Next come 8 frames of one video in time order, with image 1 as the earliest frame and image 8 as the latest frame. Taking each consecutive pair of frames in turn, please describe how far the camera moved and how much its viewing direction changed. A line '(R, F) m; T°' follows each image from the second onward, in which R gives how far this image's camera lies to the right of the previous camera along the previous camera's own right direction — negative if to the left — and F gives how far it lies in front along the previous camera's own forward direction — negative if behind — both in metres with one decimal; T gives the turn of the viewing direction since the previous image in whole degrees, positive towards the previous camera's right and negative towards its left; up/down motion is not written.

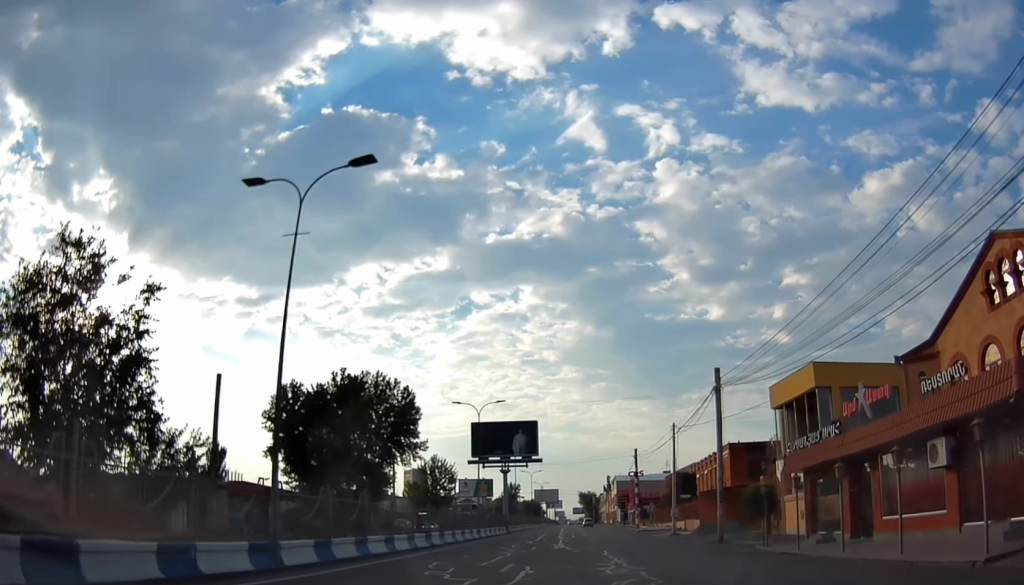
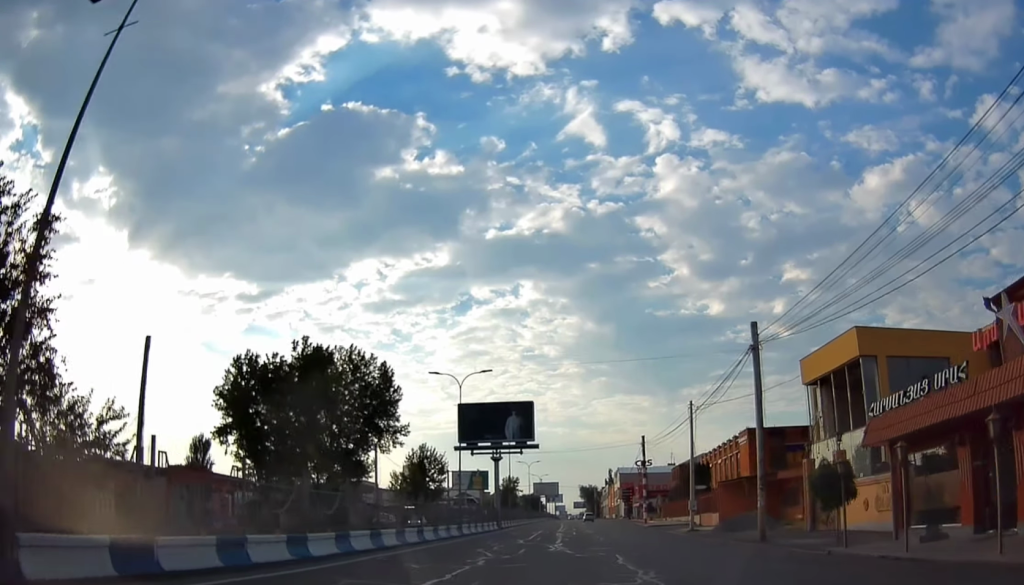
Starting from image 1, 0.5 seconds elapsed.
(+0.2, +7.9) m; 0°
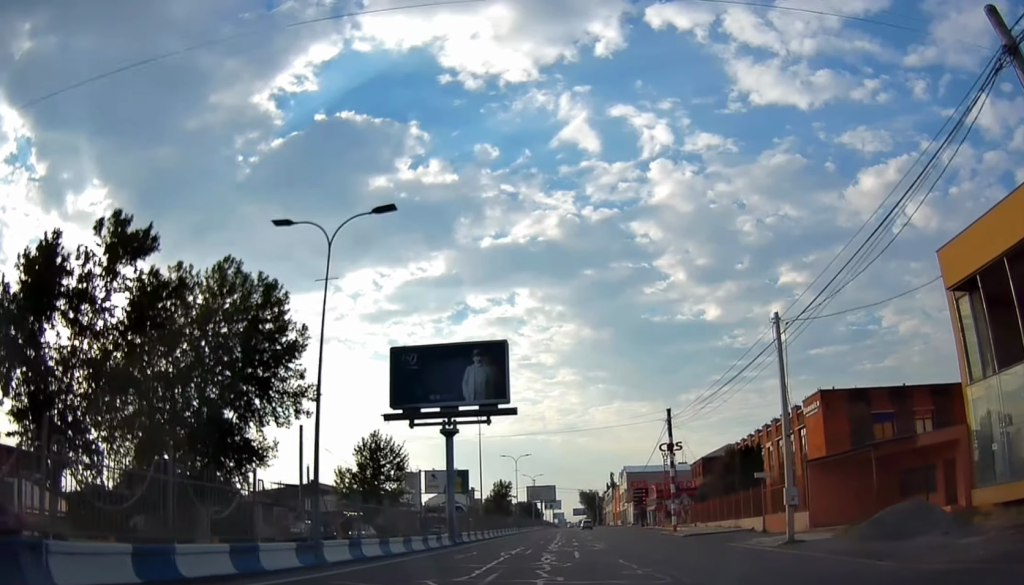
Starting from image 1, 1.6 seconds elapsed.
(-0.4, +21.0) m; 0°
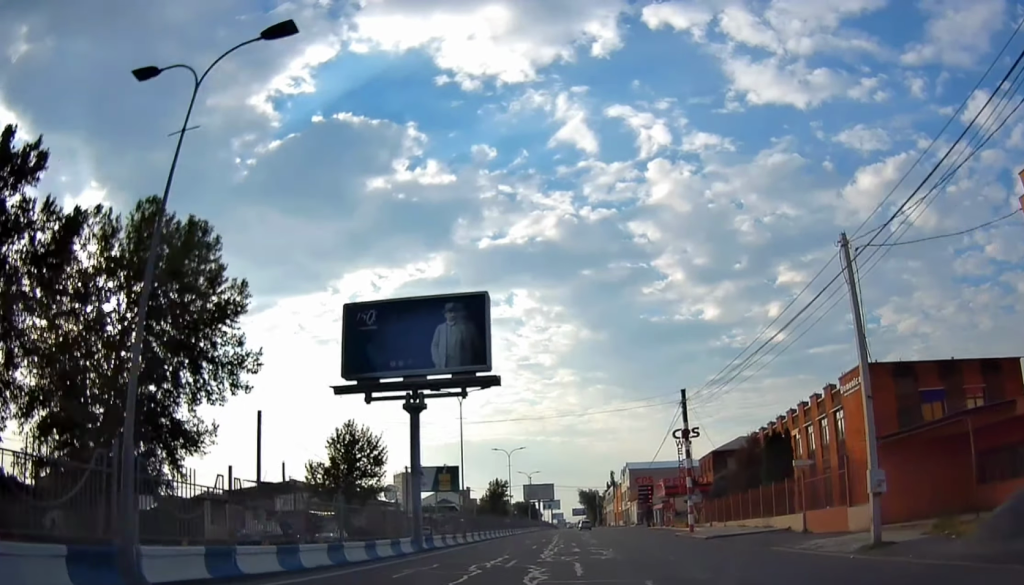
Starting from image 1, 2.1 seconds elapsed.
(+0.2, +7.3) m; +1°
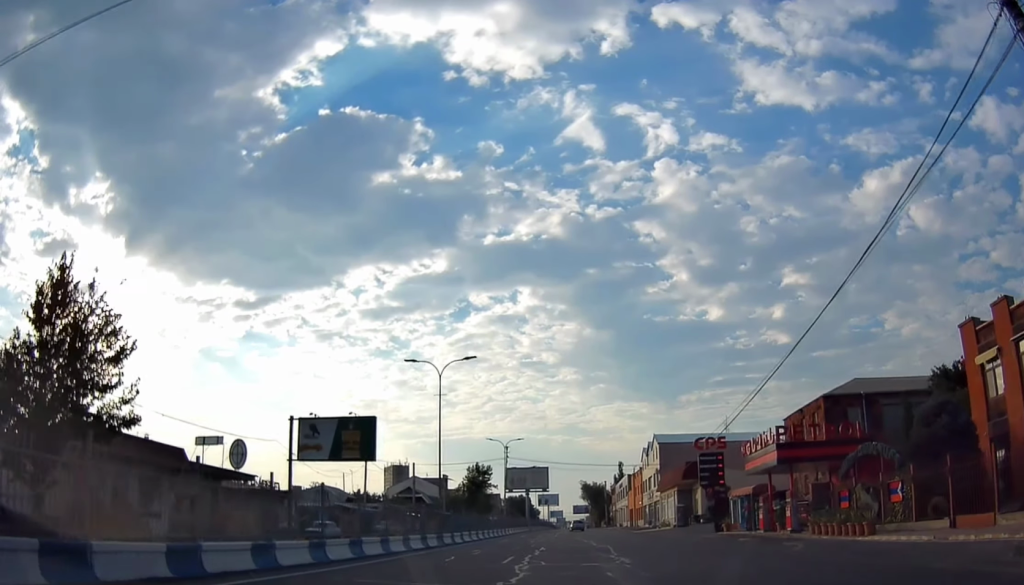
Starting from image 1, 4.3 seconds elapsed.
(+0.6, +38.4) m; +1°
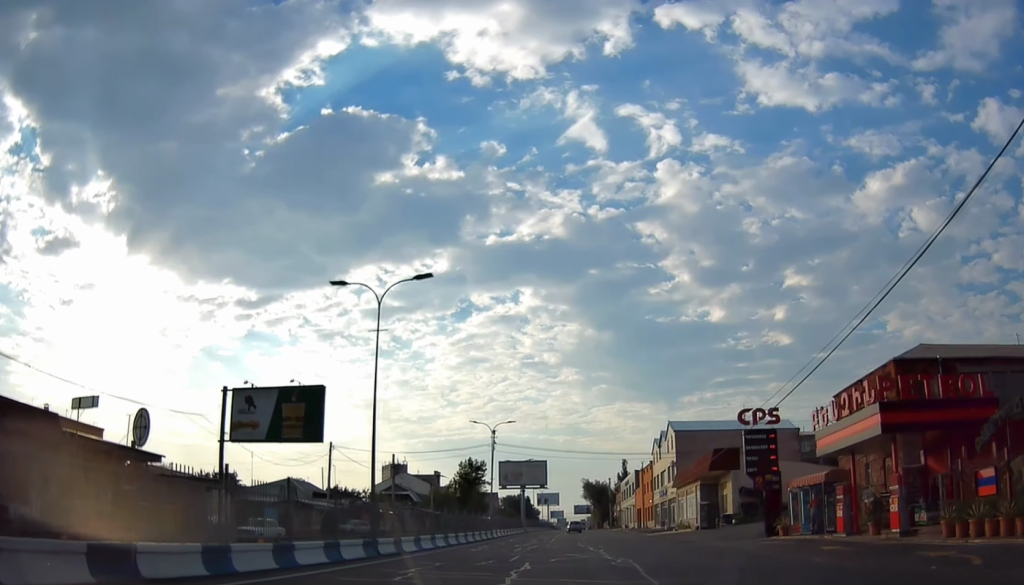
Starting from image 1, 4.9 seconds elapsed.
(0.0, +11.4) m; -1°
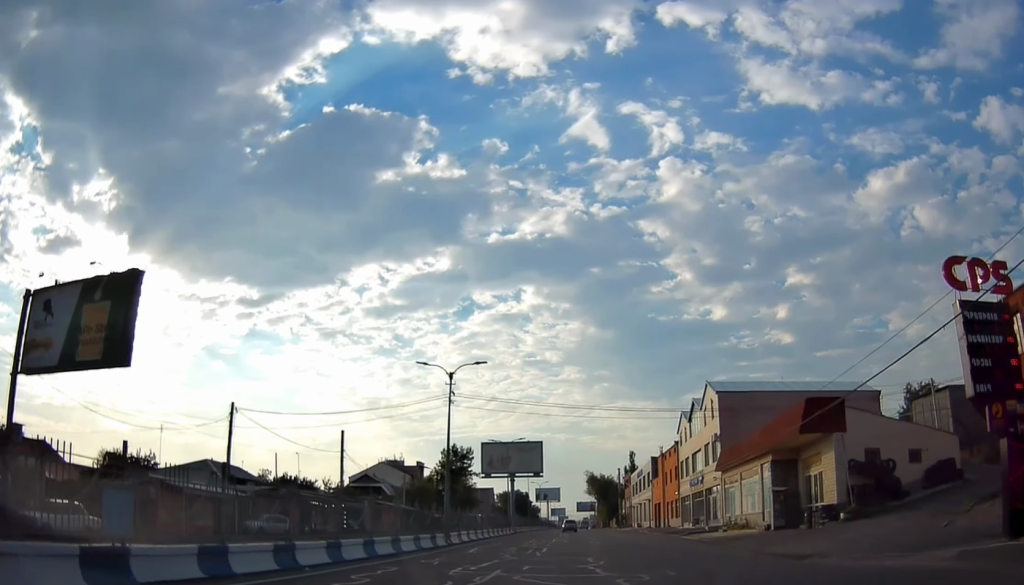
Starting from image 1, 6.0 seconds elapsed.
(-0.2, +19.5) m; -1°
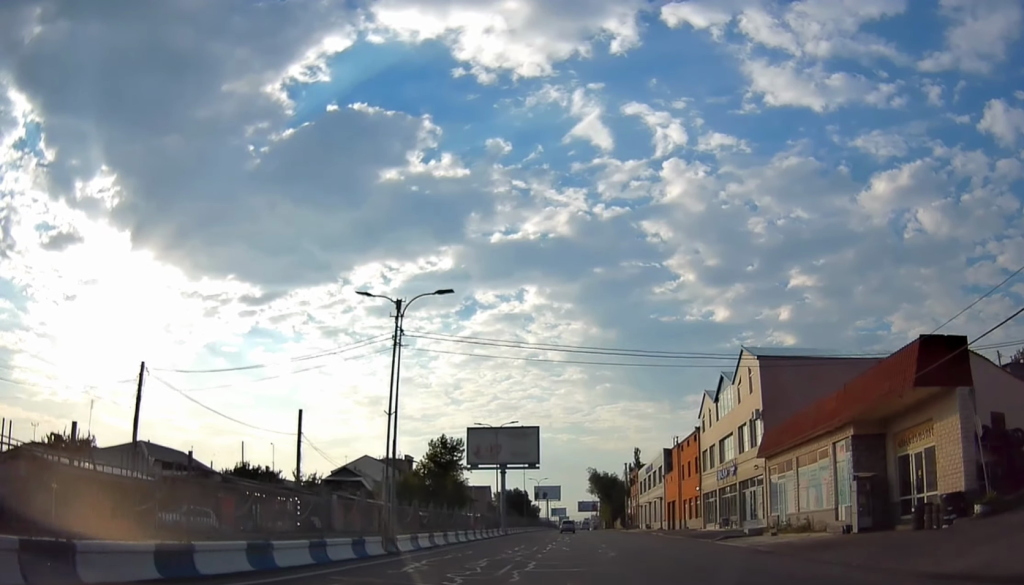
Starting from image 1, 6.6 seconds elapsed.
(-0.2, +10.7) m; 0°
